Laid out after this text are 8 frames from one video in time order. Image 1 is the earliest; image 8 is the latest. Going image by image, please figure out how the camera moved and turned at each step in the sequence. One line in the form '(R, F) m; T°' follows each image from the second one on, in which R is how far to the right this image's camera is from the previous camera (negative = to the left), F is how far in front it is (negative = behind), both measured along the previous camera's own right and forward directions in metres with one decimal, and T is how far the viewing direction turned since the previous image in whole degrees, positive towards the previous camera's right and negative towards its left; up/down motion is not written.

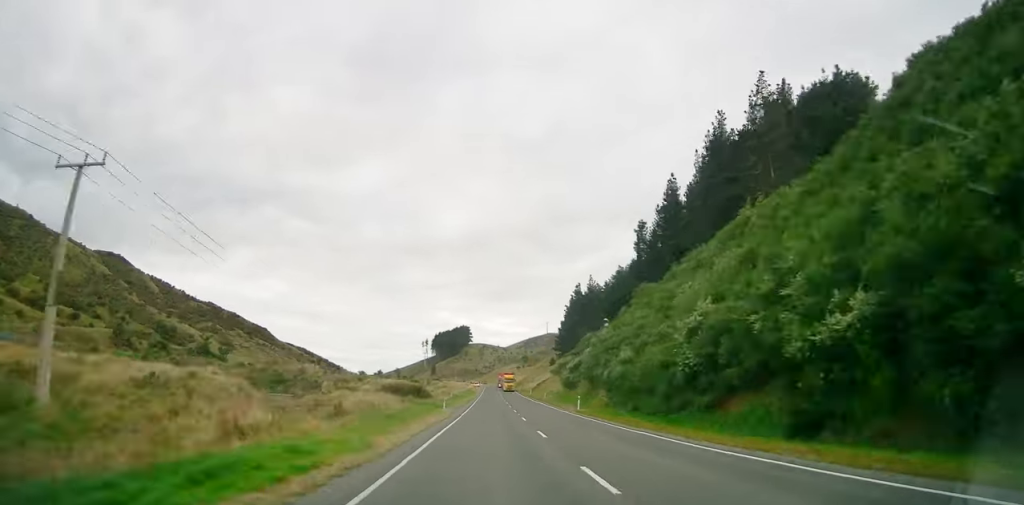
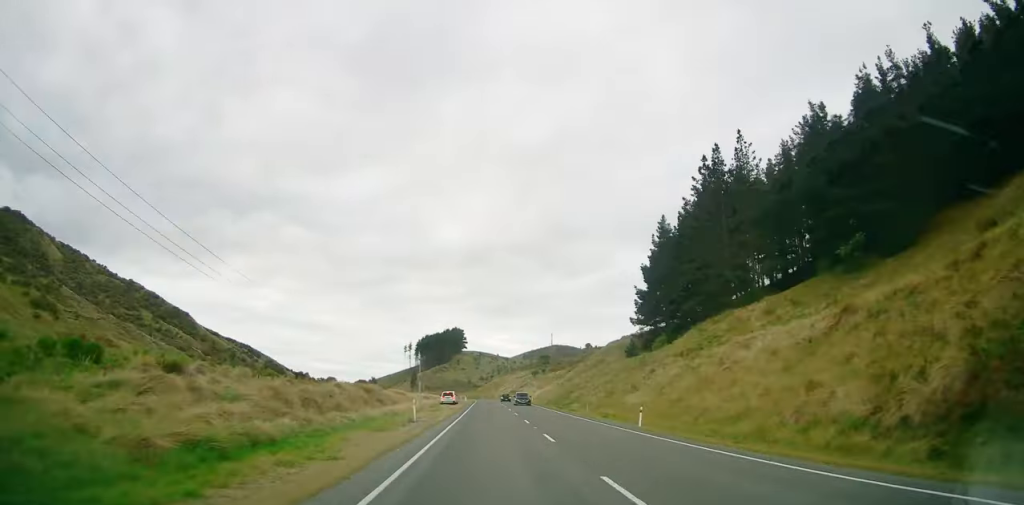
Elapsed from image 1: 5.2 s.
(-0.3, +119.6) m; 0°
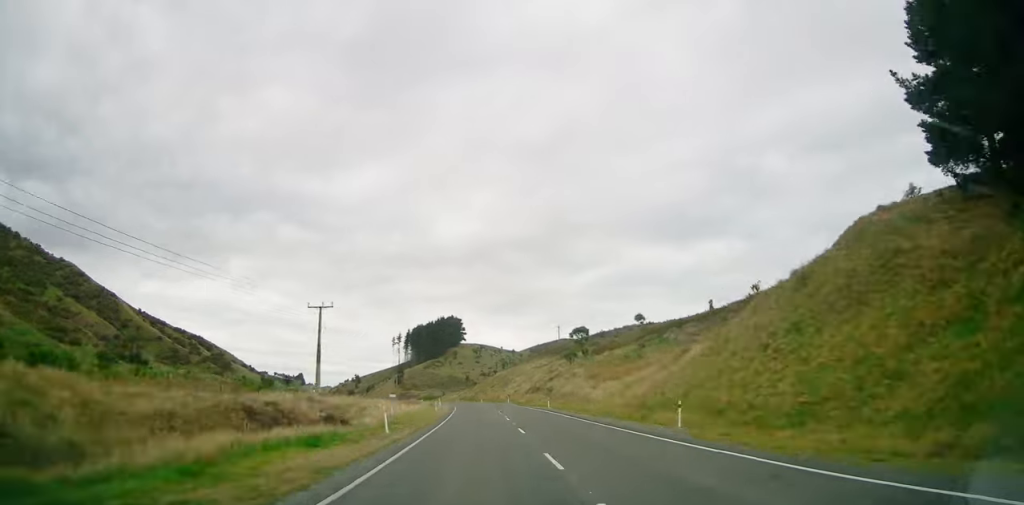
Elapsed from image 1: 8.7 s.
(+0.3, +77.3) m; -2°
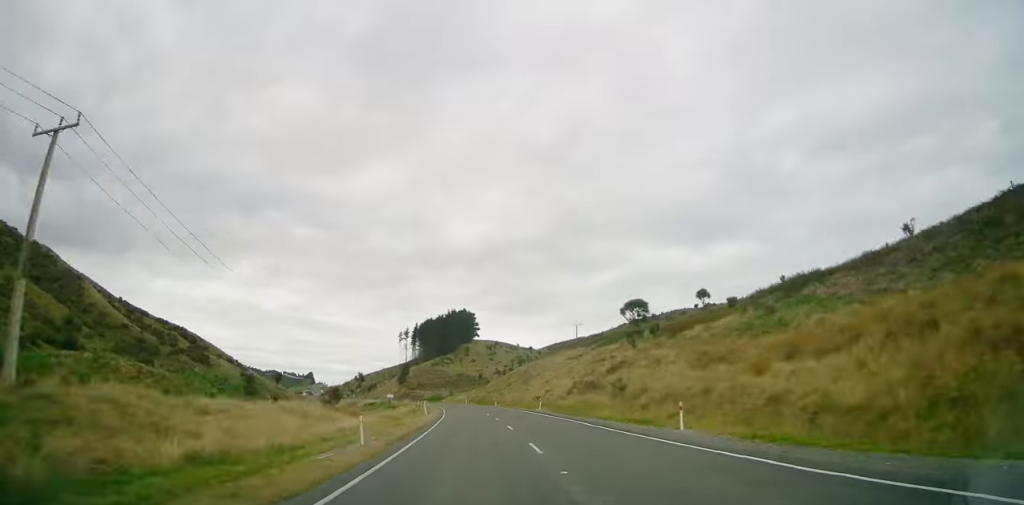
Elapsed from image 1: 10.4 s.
(0.0, +38.1) m; -2°
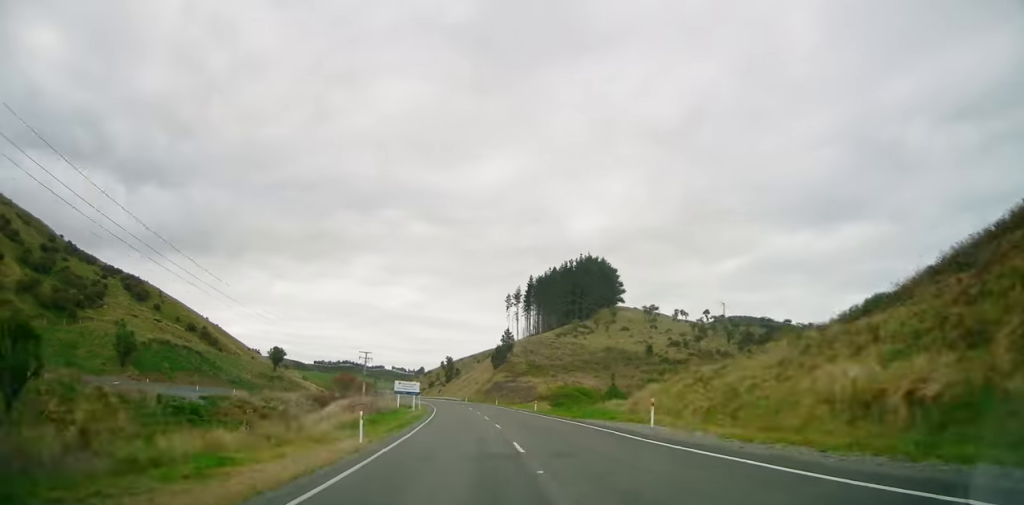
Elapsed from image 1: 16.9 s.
(-15.2, +144.2) m; -13°
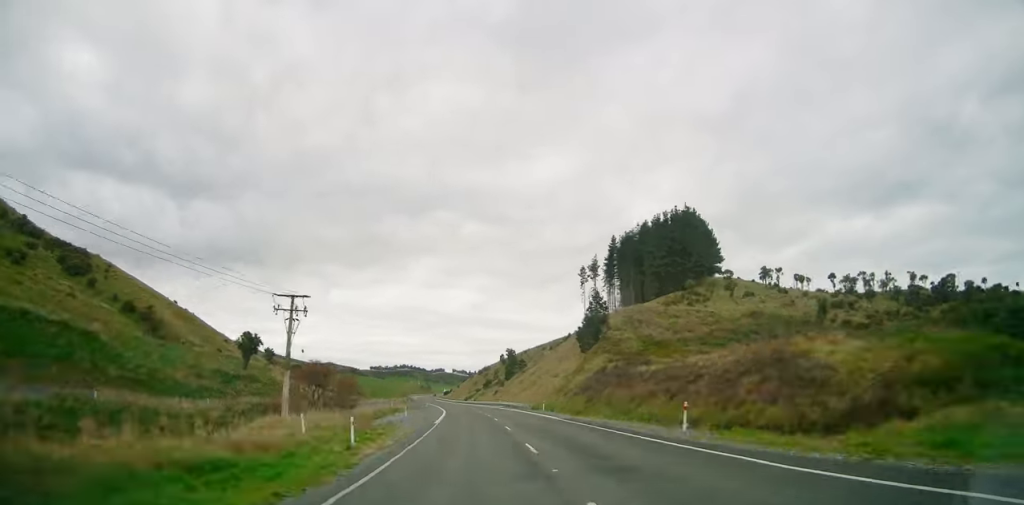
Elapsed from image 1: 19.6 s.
(-2.3, +61.1) m; -5°
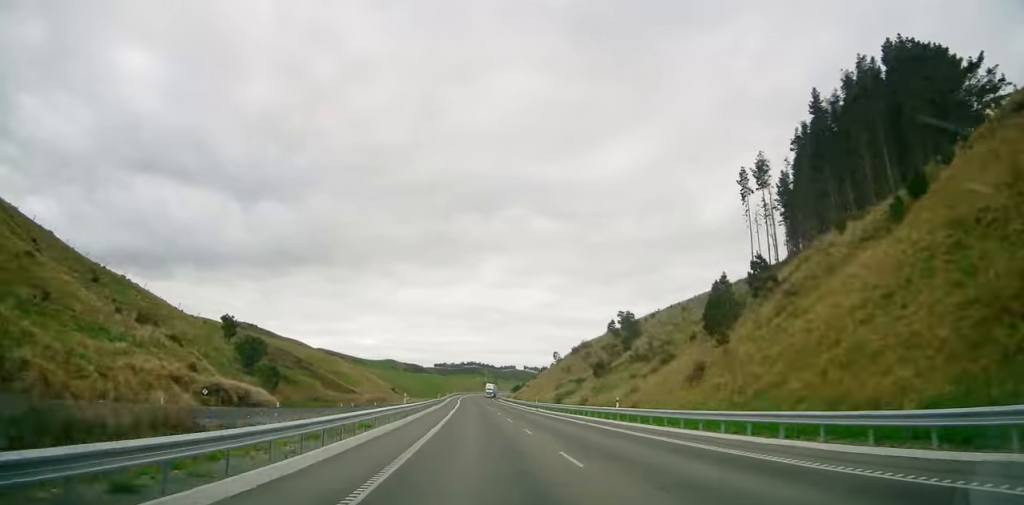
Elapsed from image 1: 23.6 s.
(-5.4, +95.4) m; -5°
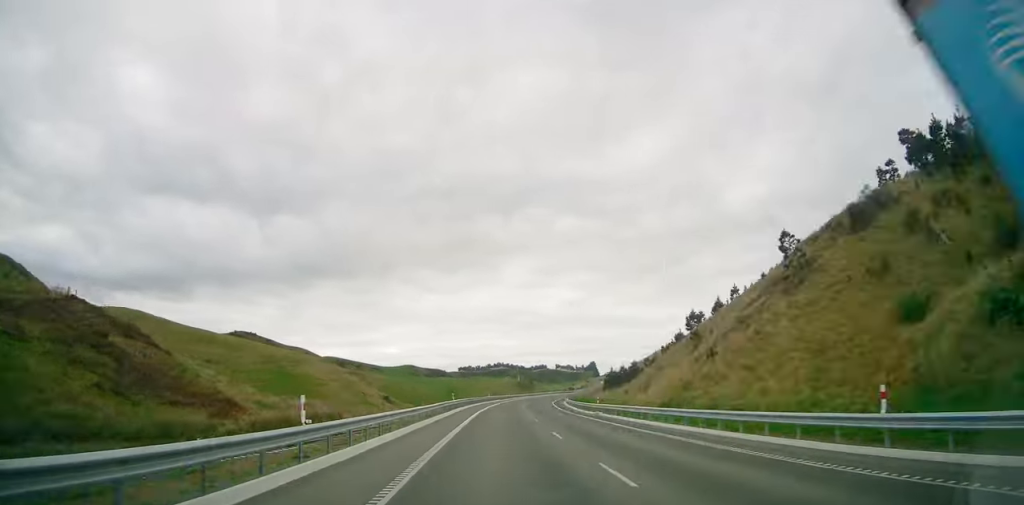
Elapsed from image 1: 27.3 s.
(-3.4, +91.6) m; +1°
